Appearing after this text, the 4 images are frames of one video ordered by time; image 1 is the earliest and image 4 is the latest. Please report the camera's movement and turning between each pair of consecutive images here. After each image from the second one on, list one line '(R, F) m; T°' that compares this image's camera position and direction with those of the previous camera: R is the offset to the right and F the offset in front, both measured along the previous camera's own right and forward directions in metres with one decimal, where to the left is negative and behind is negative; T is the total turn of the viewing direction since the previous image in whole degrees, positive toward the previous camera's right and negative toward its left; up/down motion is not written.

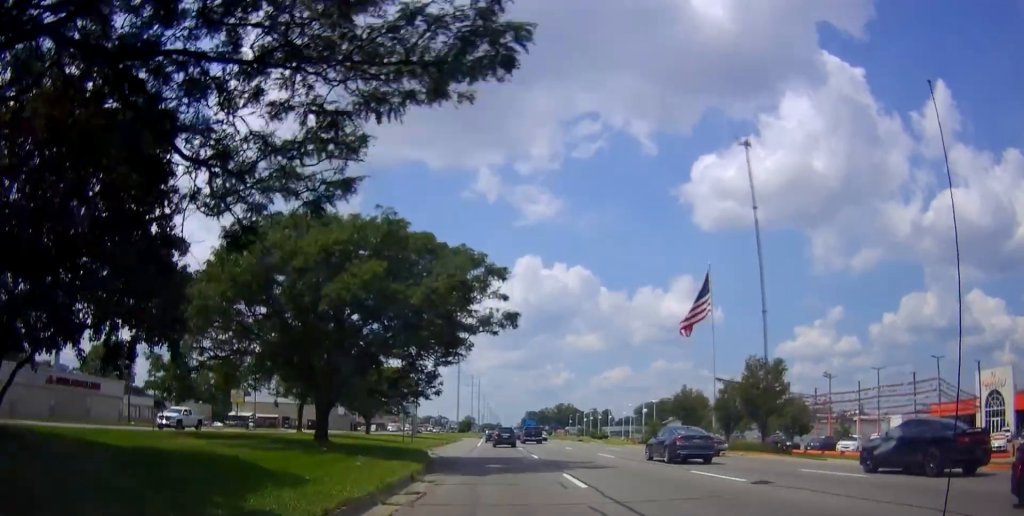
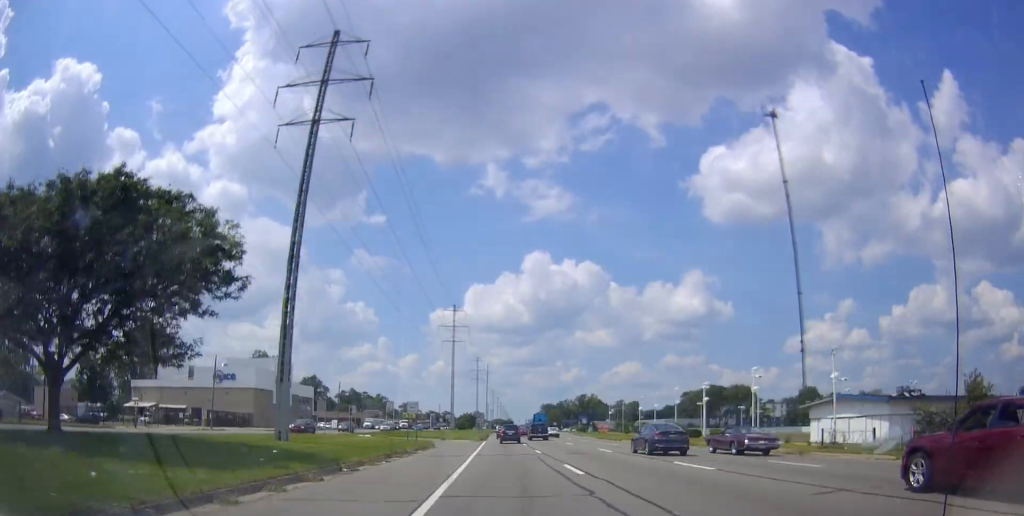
(-0.1, +57.7) m; 0°
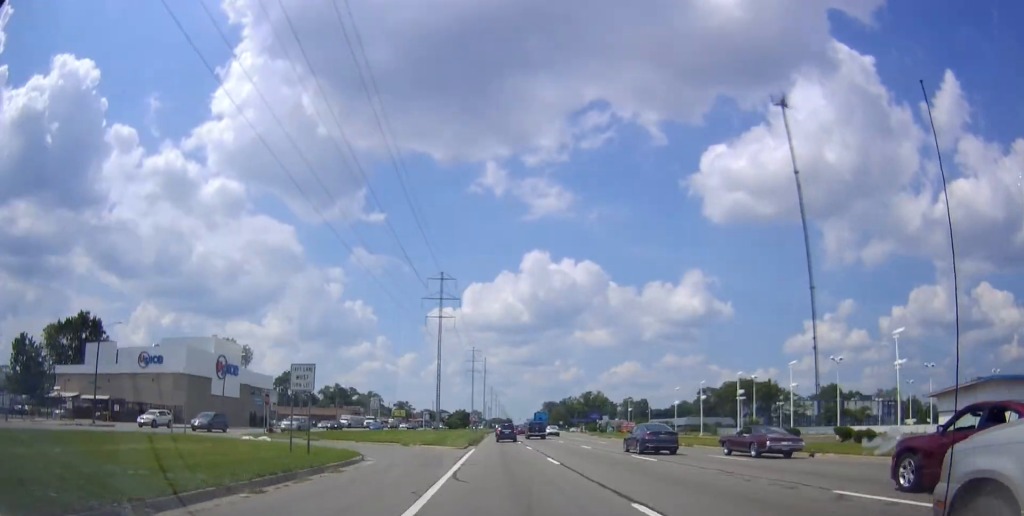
(-0.2, +25.0) m; -2°
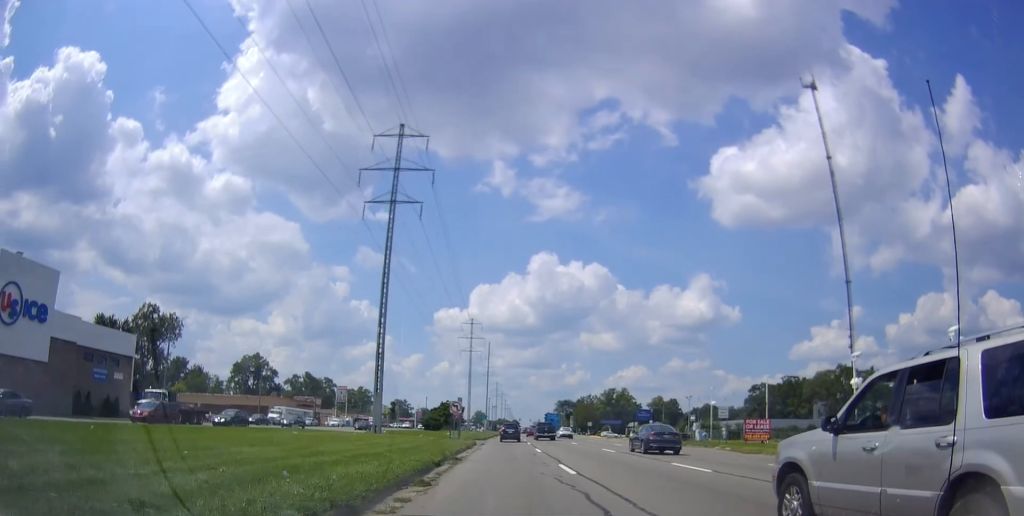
(-0.2, +50.6) m; +2°
